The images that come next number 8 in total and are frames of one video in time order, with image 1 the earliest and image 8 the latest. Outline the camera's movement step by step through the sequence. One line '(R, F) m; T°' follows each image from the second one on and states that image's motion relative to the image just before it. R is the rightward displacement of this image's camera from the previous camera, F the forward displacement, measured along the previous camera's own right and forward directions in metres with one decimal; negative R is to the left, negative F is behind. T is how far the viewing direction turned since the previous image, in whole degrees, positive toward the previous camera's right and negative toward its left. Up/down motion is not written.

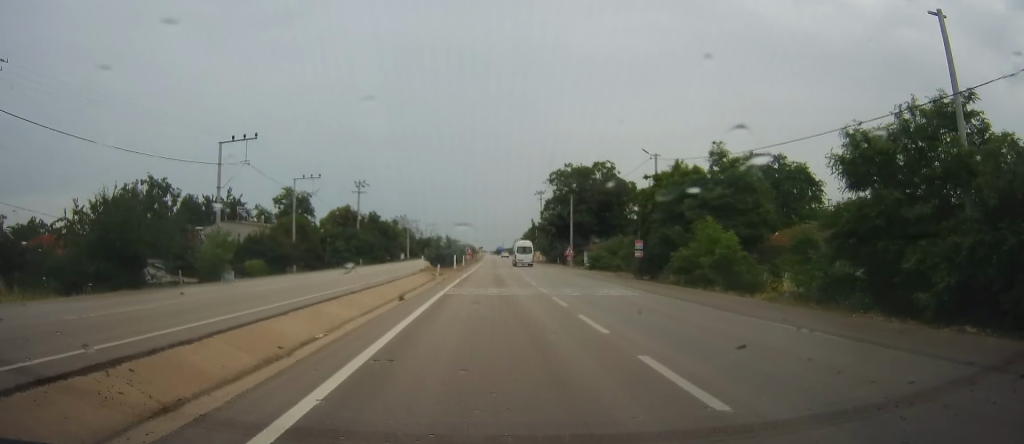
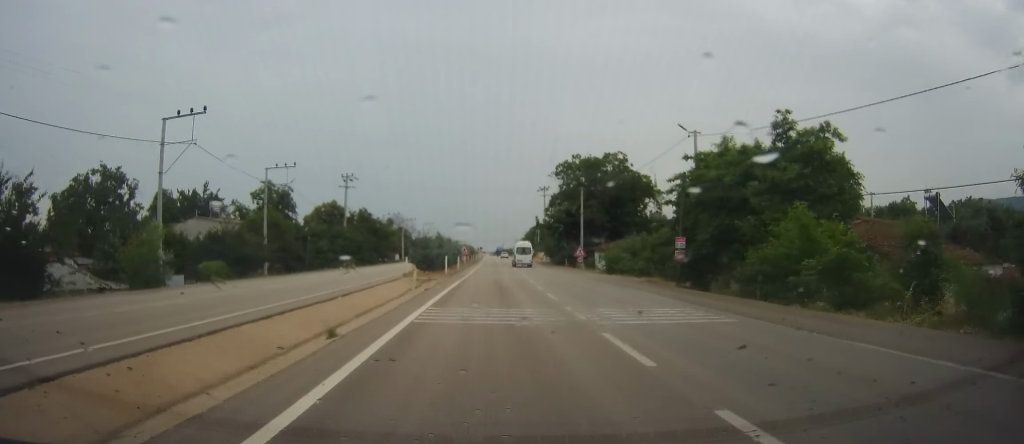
(+0.2, +9.6) m; 0°
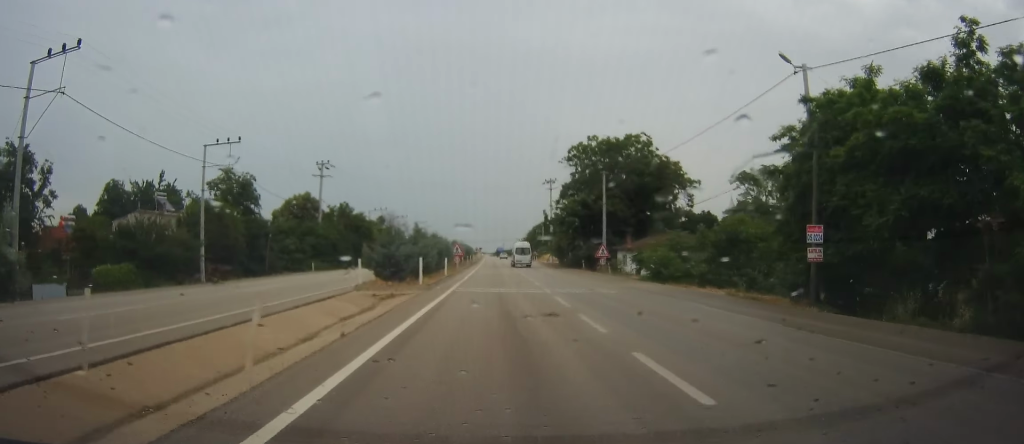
(-0.1, +14.7) m; 0°
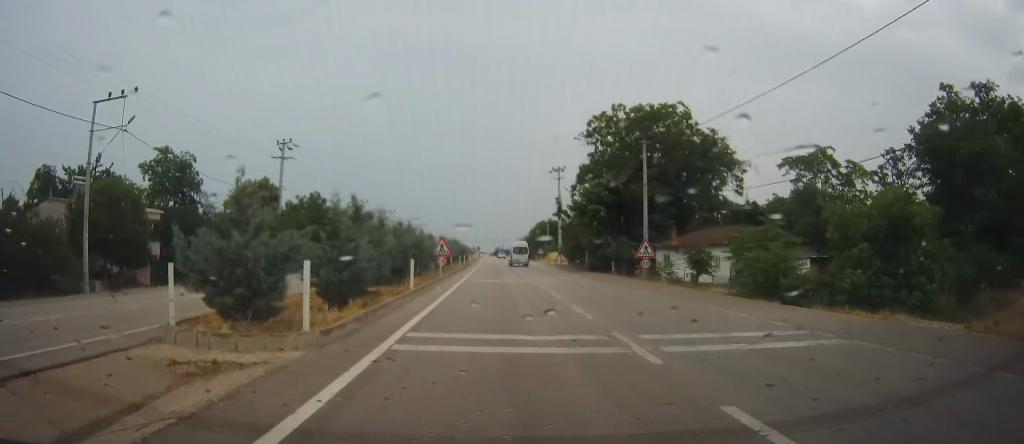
(-0.3, +15.4) m; 0°
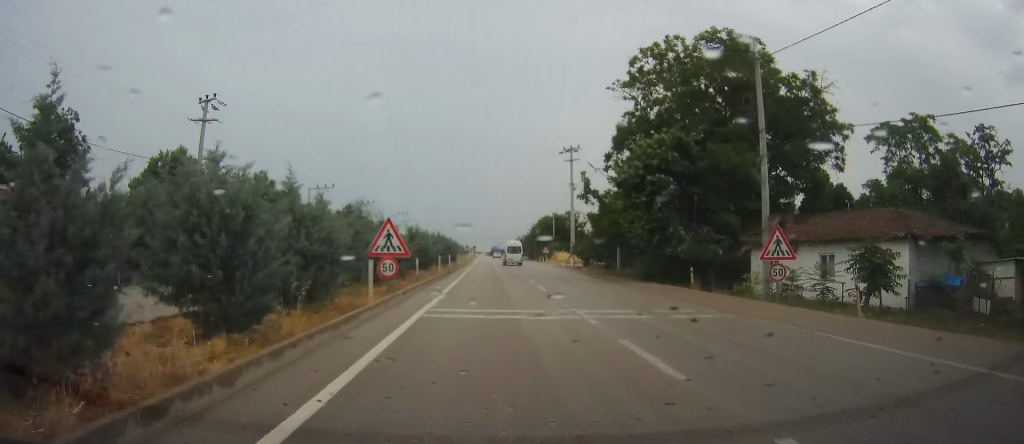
(+0.5, +20.0) m; 0°
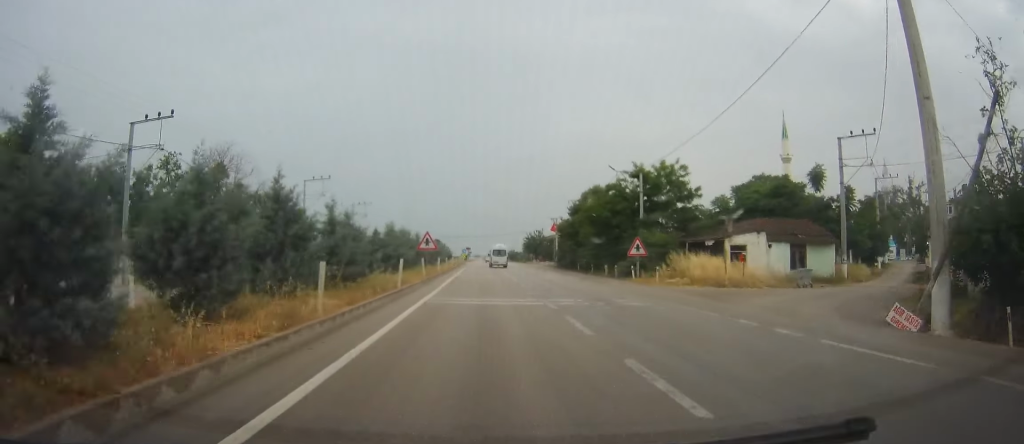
(-0.6, +68.9) m; +1°
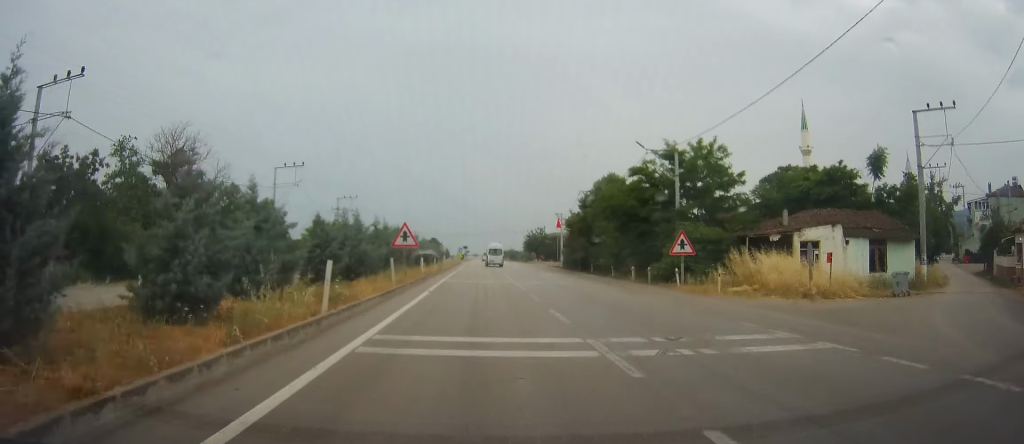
(+0.1, +9.7) m; -1°
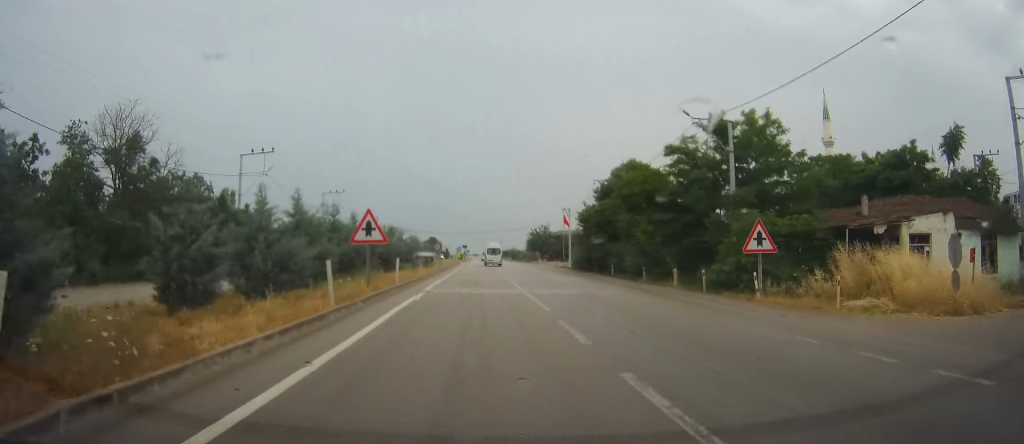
(+0.1, +9.8) m; -1°
